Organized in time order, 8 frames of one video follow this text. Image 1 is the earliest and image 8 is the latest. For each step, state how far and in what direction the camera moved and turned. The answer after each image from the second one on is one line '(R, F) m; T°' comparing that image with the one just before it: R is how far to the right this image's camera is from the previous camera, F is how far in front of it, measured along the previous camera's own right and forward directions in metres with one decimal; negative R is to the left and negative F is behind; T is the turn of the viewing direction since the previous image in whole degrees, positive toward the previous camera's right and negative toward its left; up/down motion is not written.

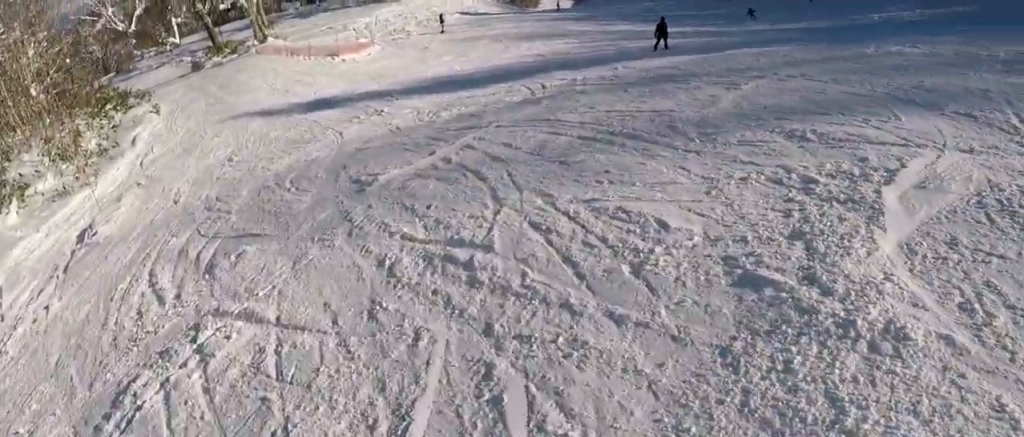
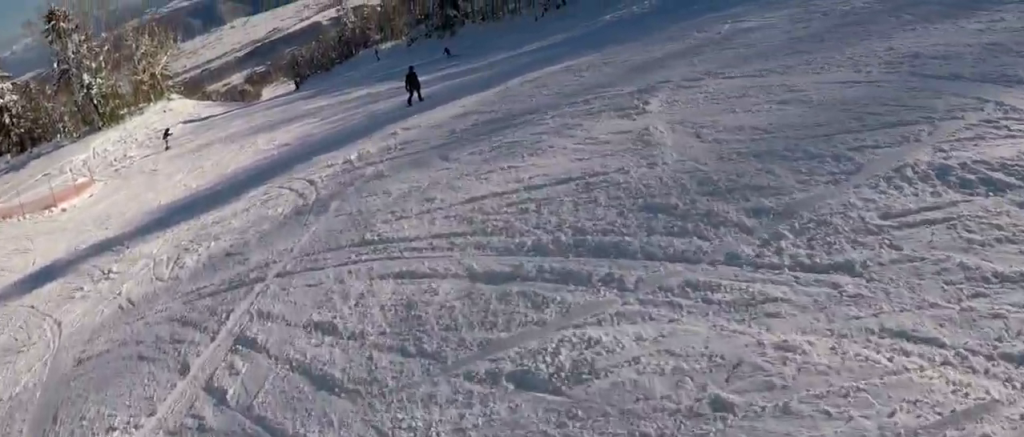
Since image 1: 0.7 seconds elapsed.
(+0.9, +3.3) m; +14°
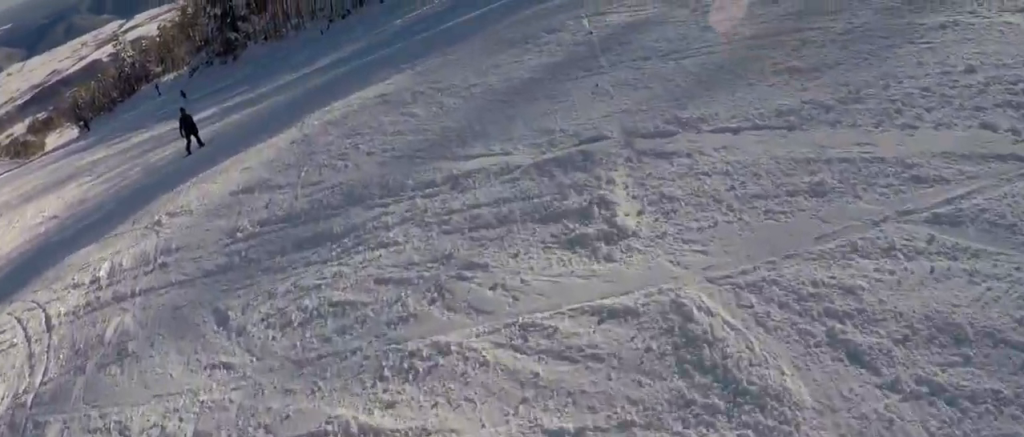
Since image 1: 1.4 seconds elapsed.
(+0.4, +3.1) m; +4°
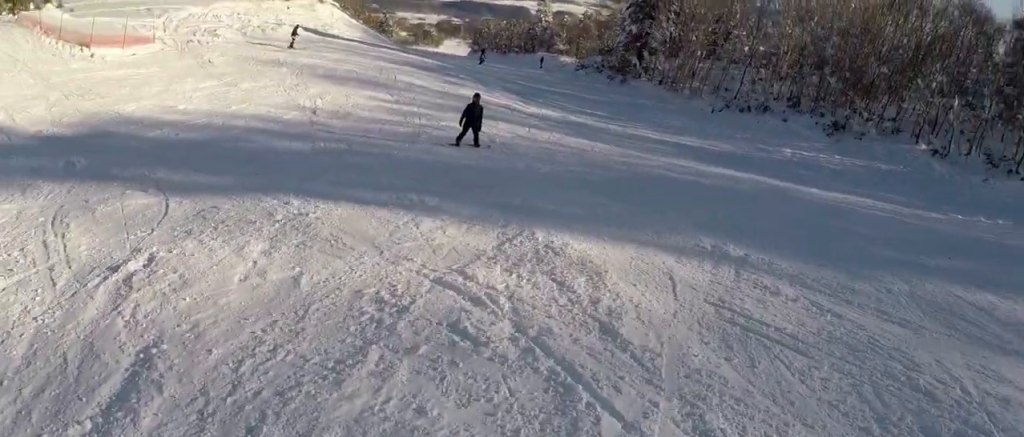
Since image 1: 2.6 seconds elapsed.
(-0.6, +5.3) m; -19°
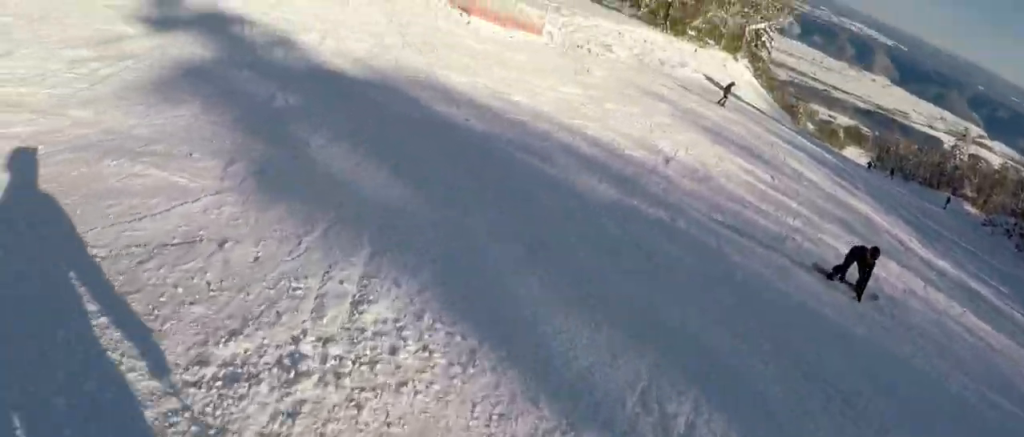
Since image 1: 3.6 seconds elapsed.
(-0.8, +4.0) m; -27°
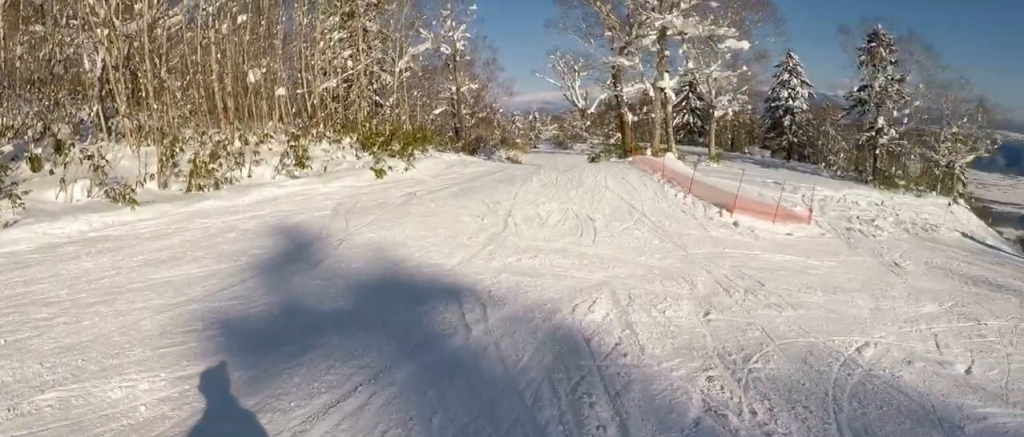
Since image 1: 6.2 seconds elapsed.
(-4.6, +7.7) m; -37°
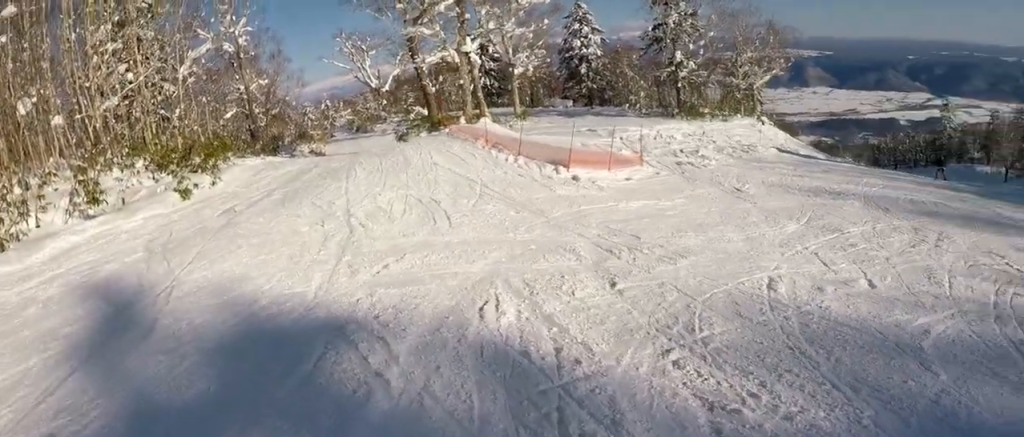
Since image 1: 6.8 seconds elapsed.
(-0.1, +2.0) m; +12°
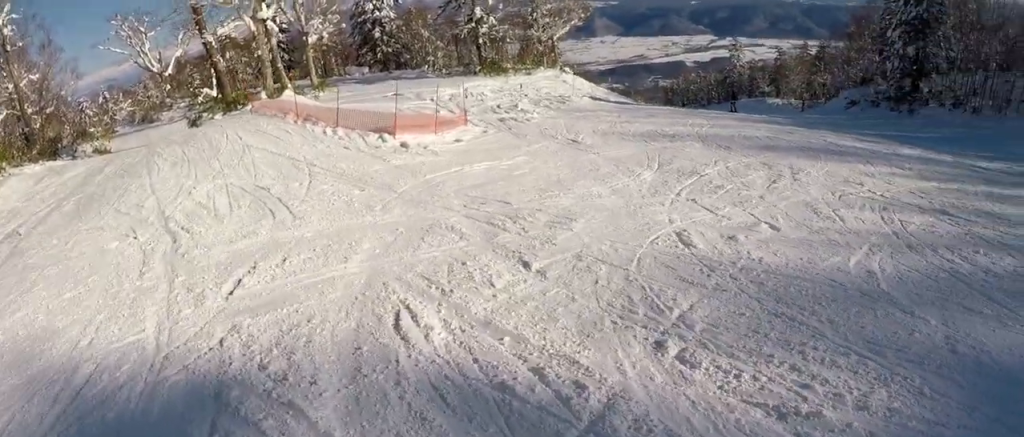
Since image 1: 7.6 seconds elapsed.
(+0.4, +1.8) m; +19°
